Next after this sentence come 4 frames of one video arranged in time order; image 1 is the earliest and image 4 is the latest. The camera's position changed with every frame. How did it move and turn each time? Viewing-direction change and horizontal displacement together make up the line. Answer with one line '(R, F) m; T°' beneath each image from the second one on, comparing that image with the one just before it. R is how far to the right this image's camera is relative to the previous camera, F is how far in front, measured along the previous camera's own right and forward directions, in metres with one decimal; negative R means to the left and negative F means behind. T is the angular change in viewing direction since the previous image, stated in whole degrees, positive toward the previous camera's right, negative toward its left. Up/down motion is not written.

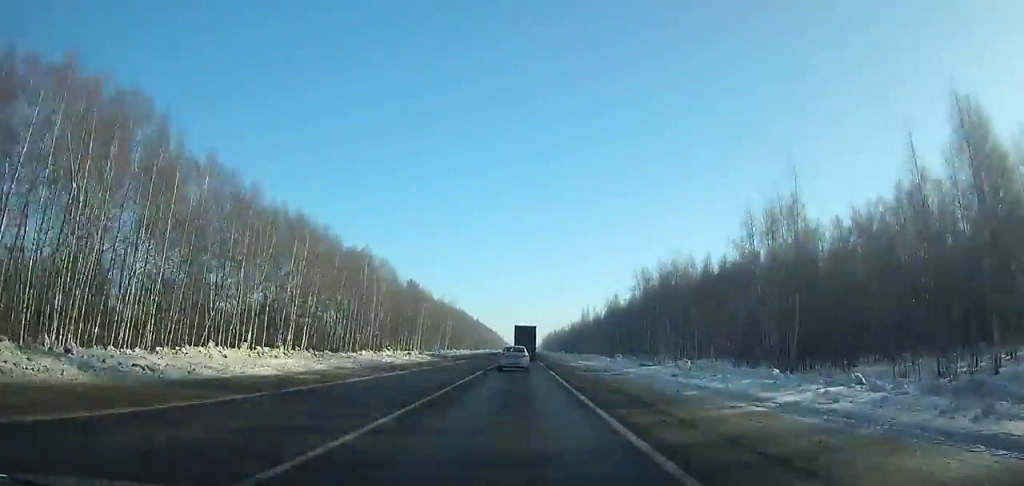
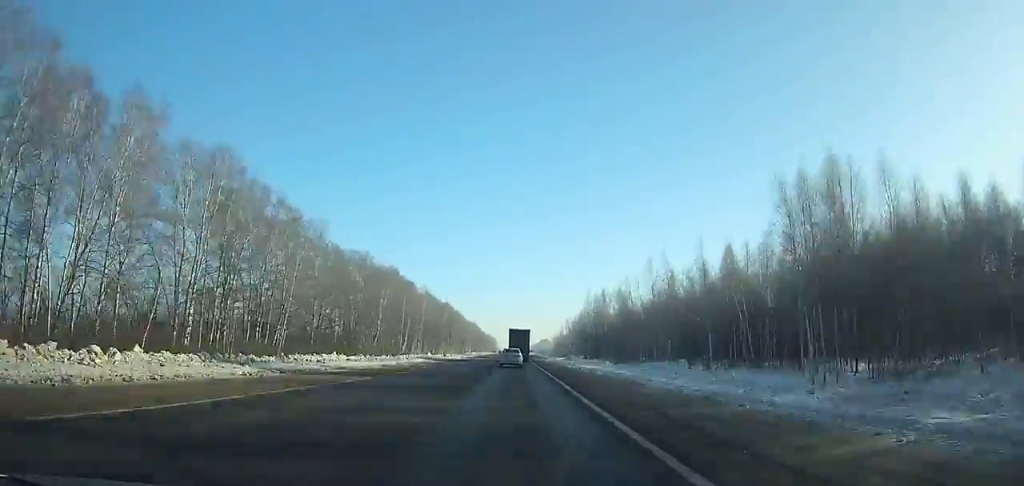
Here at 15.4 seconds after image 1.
(+0.4, +323.7) m; 0°
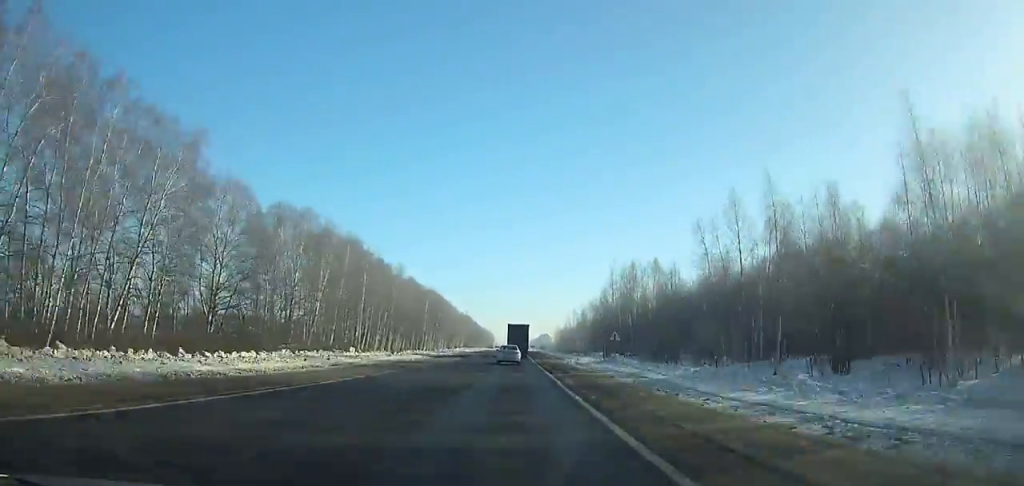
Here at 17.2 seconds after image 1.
(+0.1, +39.7) m; 0°
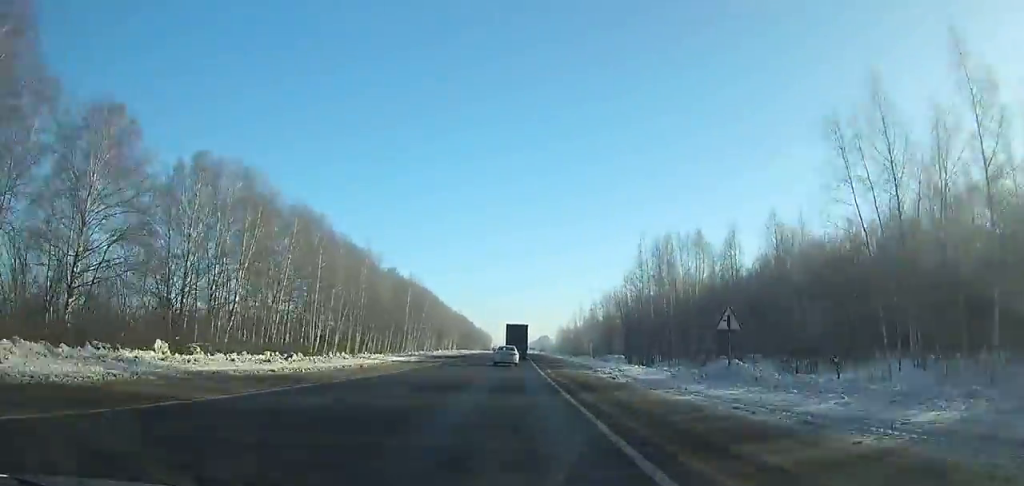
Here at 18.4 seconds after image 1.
(-0.1, +26.6) m; 0°
